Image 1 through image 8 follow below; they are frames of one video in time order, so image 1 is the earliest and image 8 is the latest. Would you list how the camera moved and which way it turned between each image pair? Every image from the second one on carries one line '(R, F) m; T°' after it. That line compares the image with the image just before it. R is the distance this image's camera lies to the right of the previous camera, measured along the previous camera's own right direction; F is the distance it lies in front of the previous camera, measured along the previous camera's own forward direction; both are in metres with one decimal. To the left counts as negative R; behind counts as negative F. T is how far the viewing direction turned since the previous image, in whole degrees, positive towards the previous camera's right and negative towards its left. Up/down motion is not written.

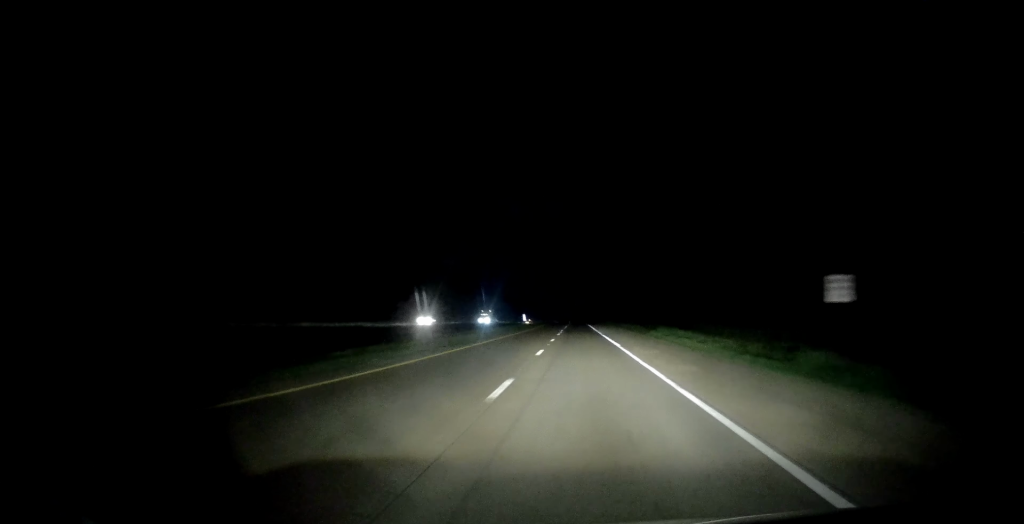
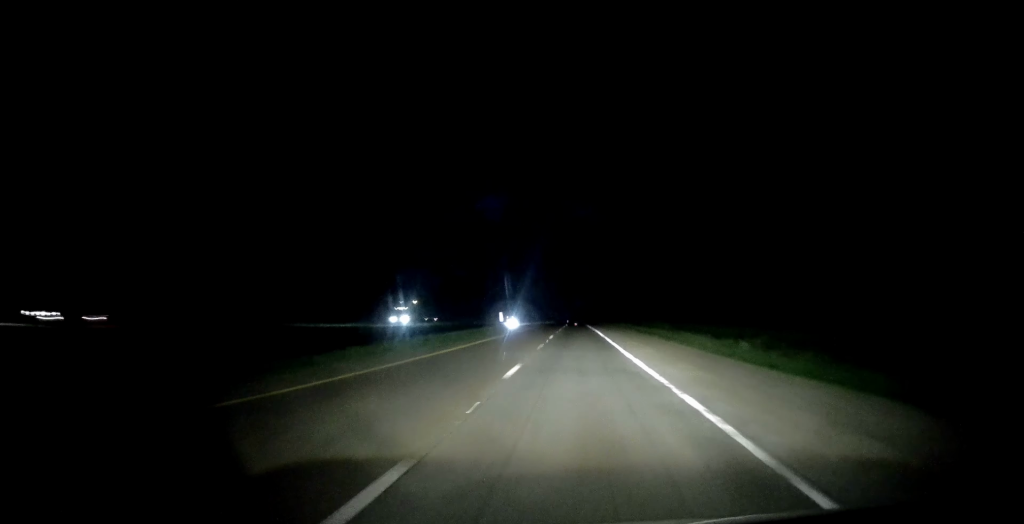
(+0.2, +45.6) m; +1°
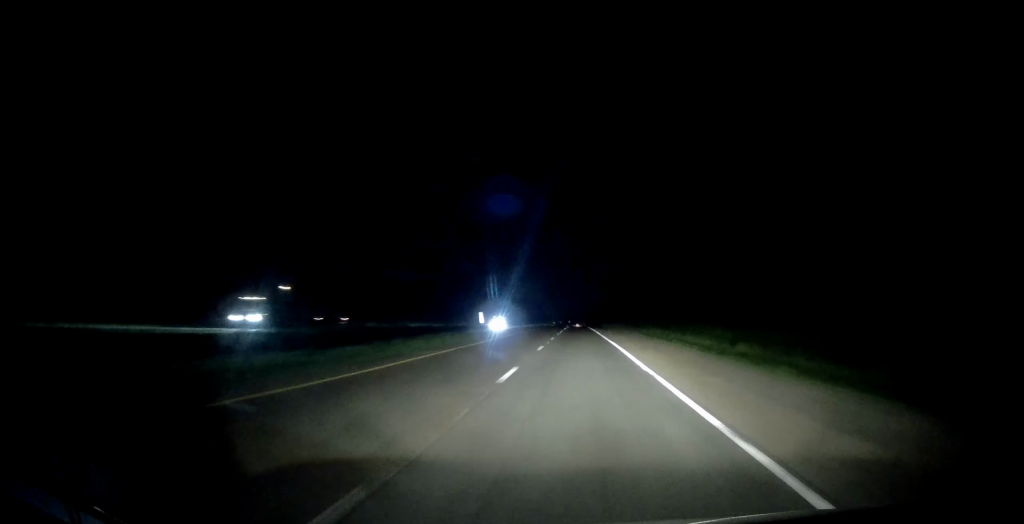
(0.0, +25.1) m; 0°
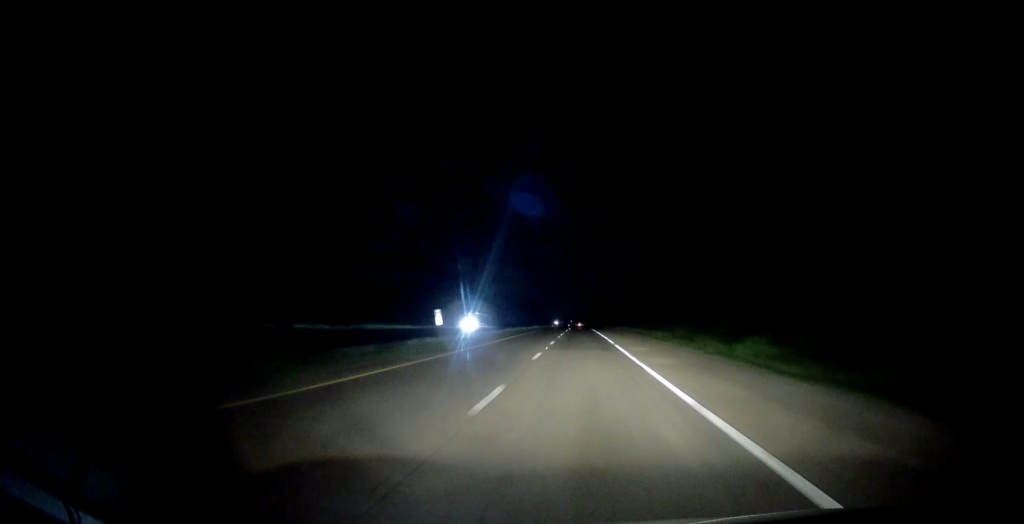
(-0.2, +28.4) m; 0°
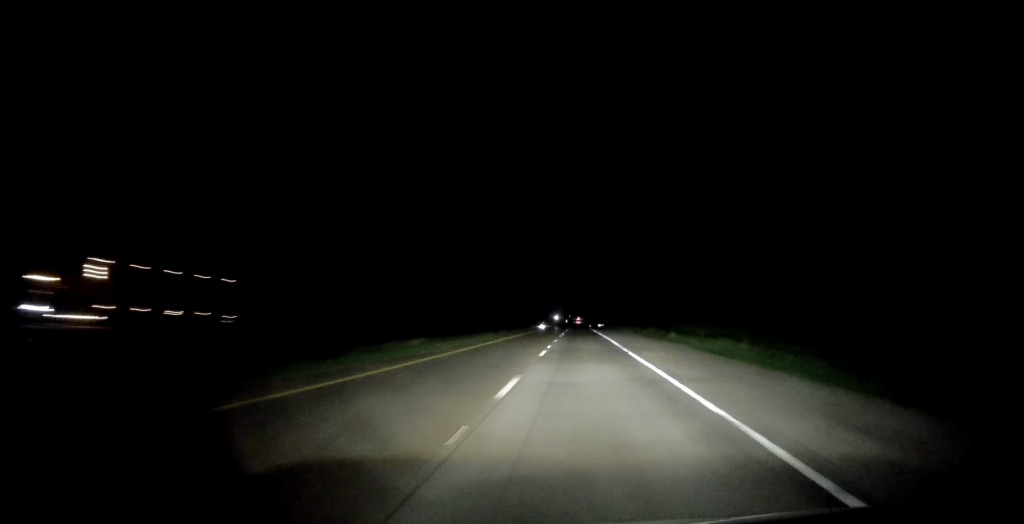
(+1.0, +72.7) m; +1°
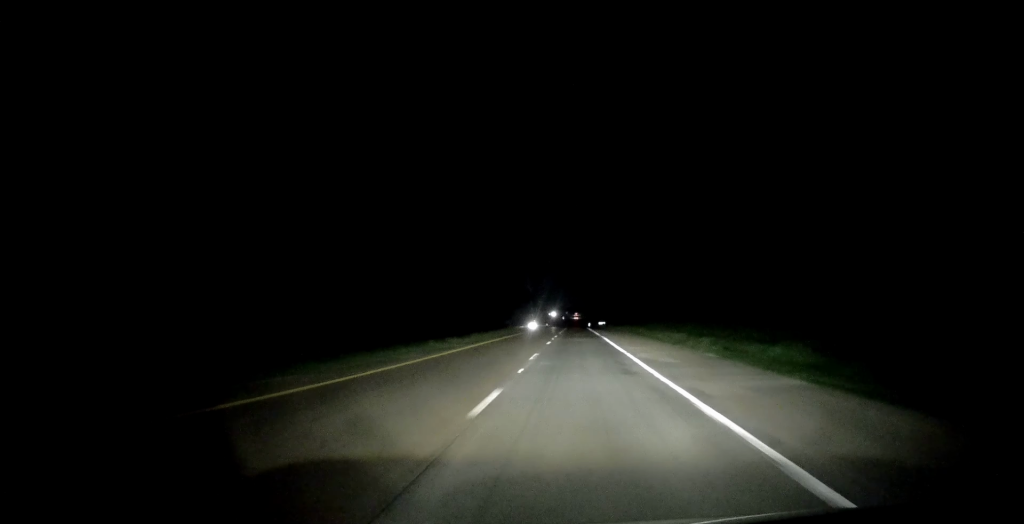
(-0.4, +38.6) m; -2°
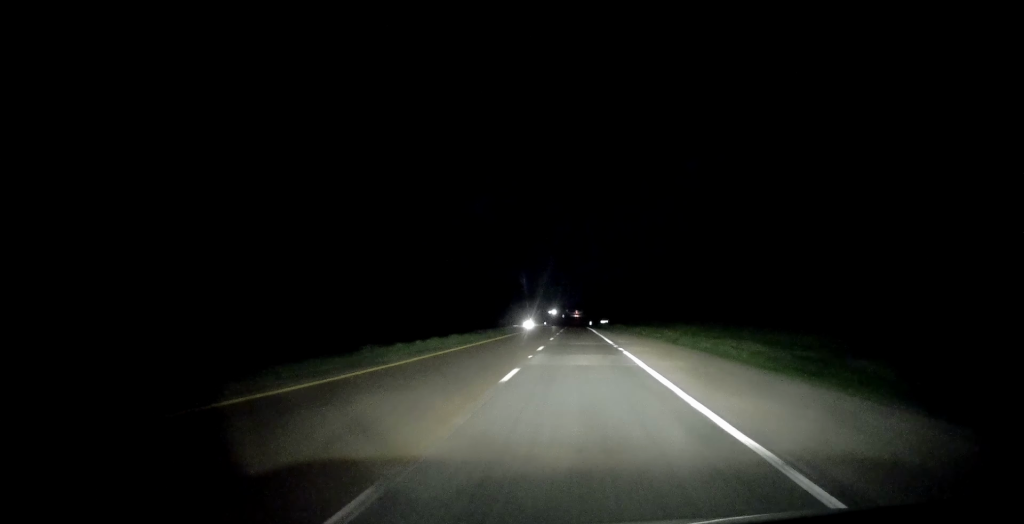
(-0.2, +19.4) m; 0°
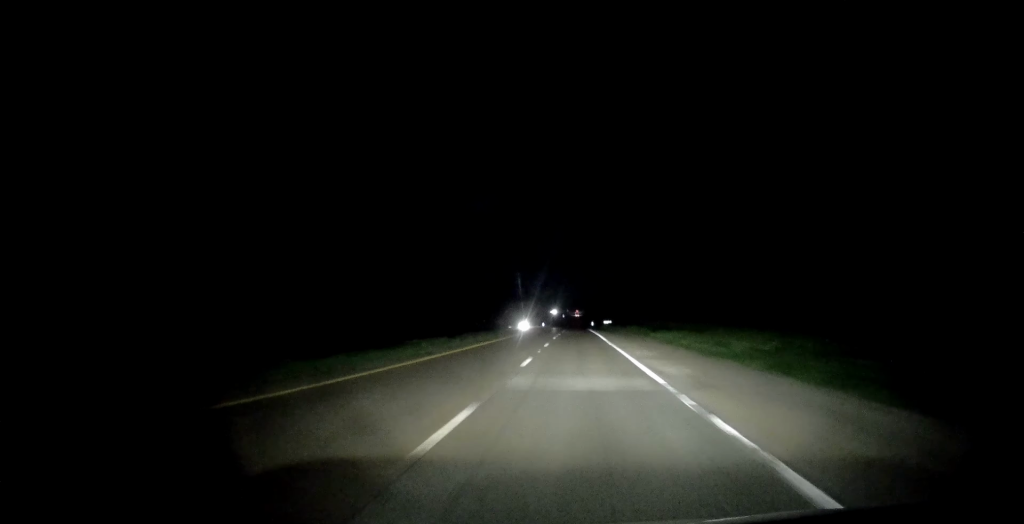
(-0.3, +19.4) m; 0°
